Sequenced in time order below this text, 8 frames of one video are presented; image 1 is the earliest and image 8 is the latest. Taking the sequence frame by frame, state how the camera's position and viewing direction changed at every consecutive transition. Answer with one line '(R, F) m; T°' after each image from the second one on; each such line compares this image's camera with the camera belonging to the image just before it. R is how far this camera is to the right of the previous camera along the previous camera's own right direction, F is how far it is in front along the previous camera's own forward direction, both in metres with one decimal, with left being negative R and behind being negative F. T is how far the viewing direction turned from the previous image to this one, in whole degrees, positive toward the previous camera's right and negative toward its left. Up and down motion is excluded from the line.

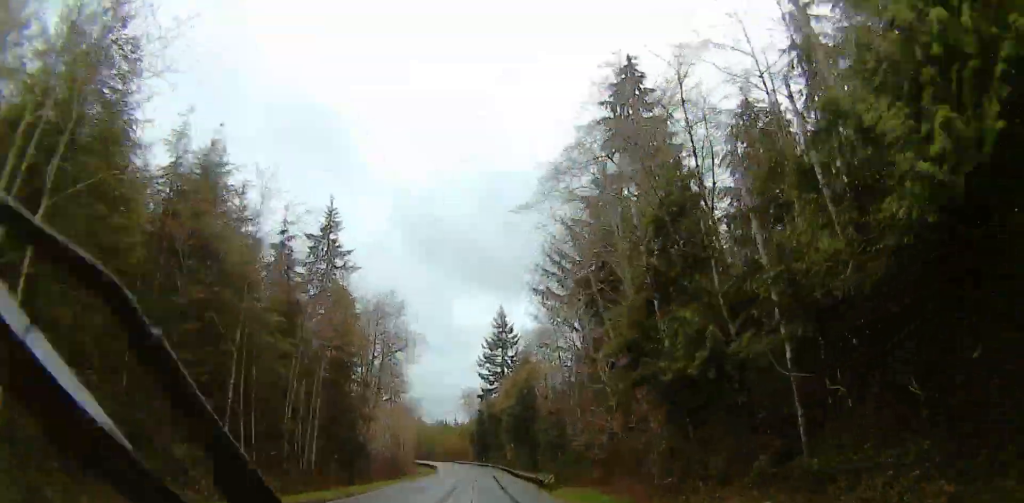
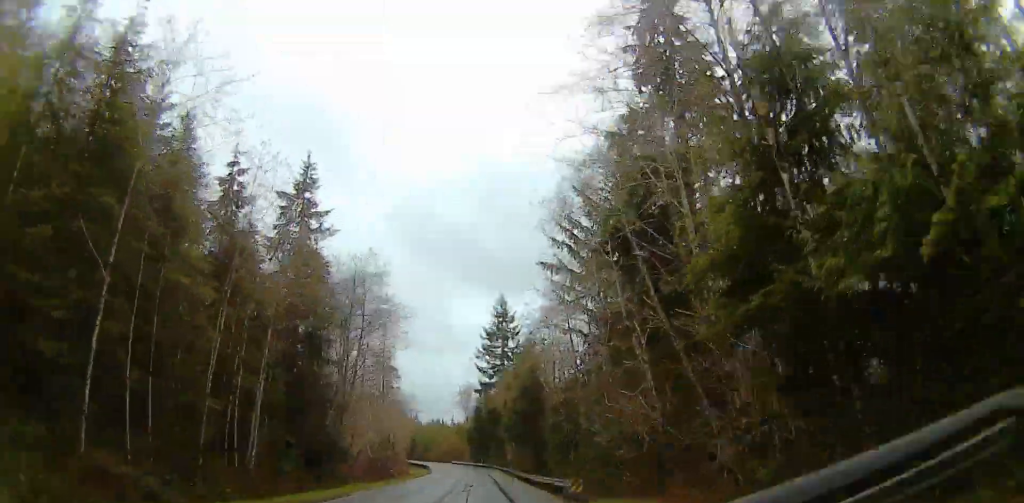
(0.0, +10.2) m; 0°
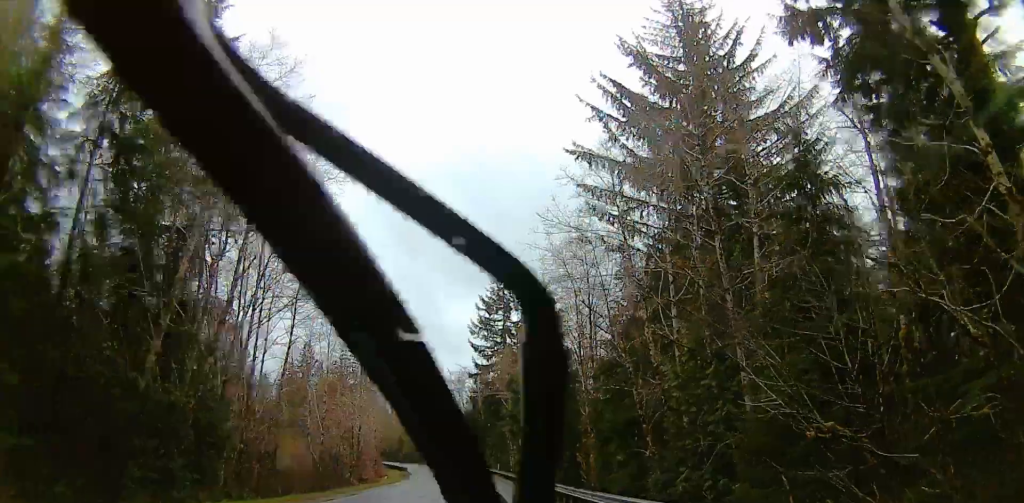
(0.0, +24.9) m; 0°
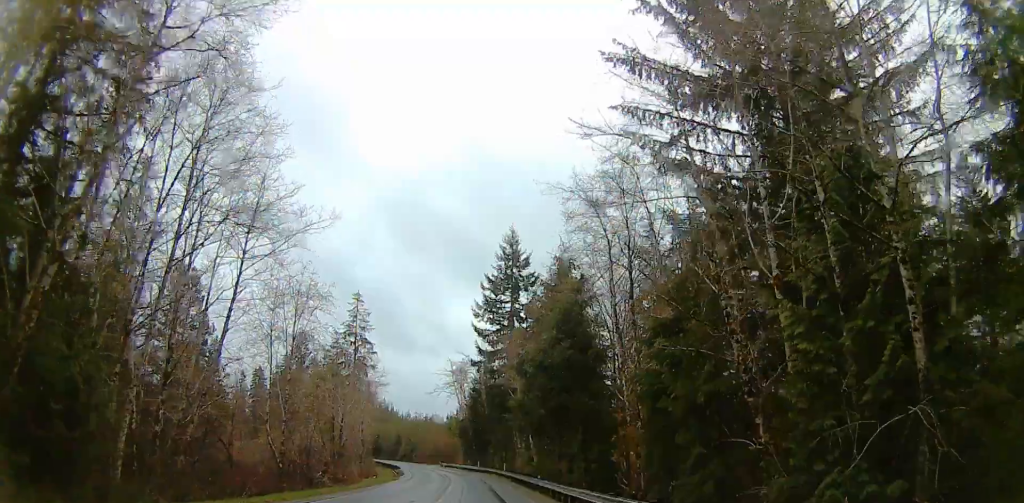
(0.0, +11.0) m; 0°
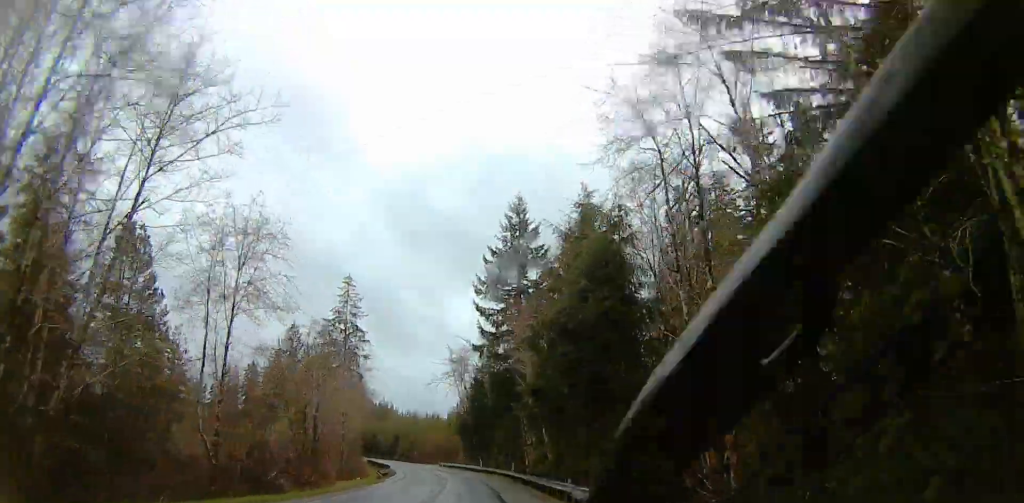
(-0.1, +11.0) m; +1°
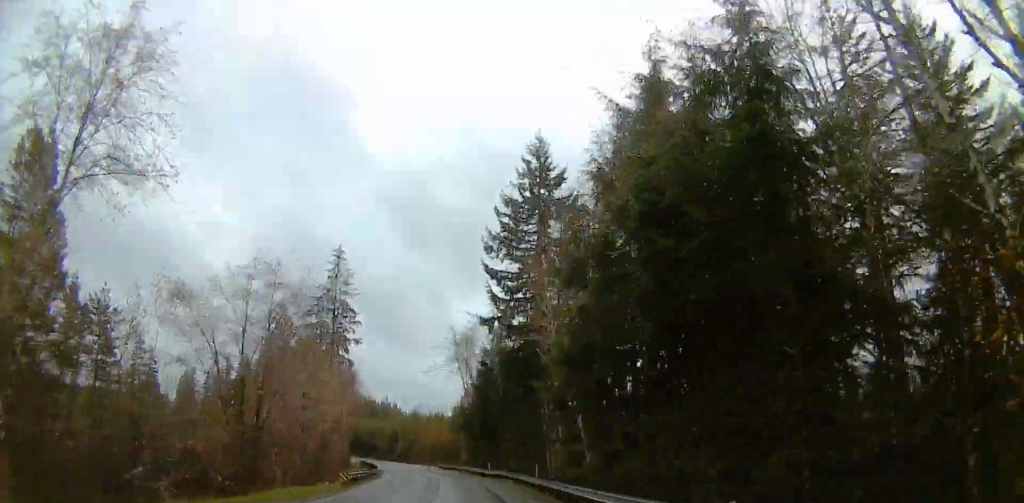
(+0.2, +15.2) m; -2°
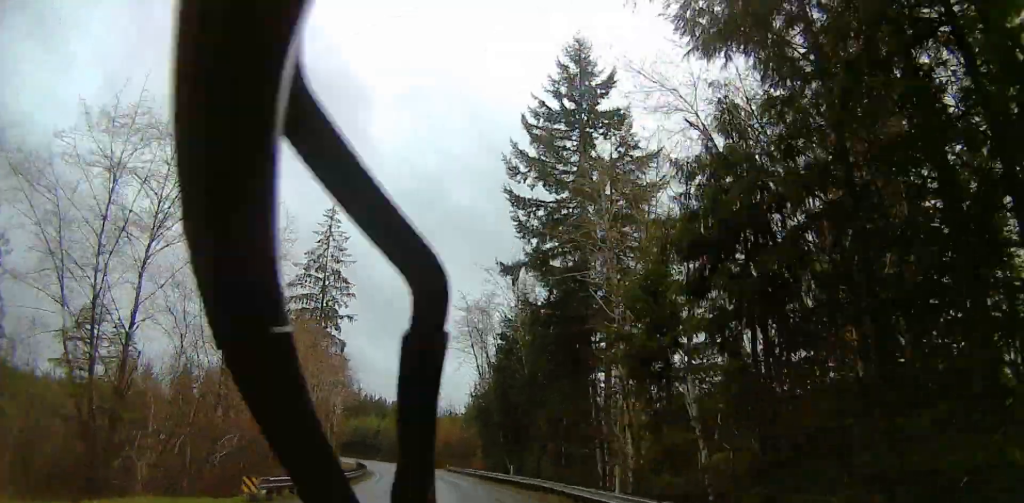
(-0.2, +16.5) m; -3°
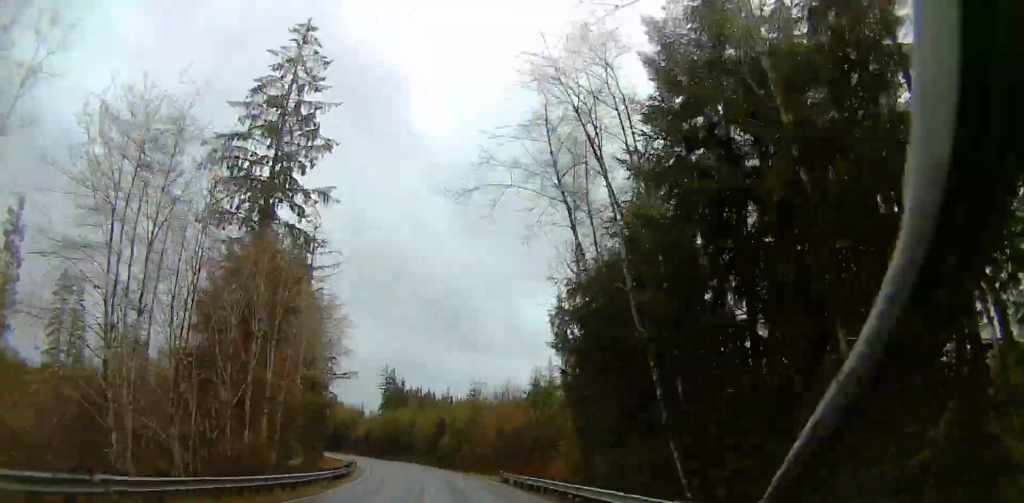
(-2.2, +38.9) m; -3°
